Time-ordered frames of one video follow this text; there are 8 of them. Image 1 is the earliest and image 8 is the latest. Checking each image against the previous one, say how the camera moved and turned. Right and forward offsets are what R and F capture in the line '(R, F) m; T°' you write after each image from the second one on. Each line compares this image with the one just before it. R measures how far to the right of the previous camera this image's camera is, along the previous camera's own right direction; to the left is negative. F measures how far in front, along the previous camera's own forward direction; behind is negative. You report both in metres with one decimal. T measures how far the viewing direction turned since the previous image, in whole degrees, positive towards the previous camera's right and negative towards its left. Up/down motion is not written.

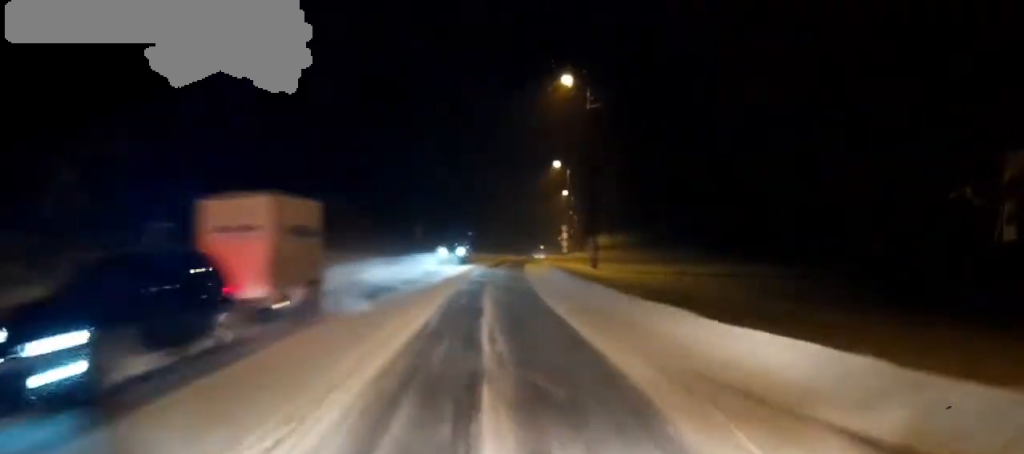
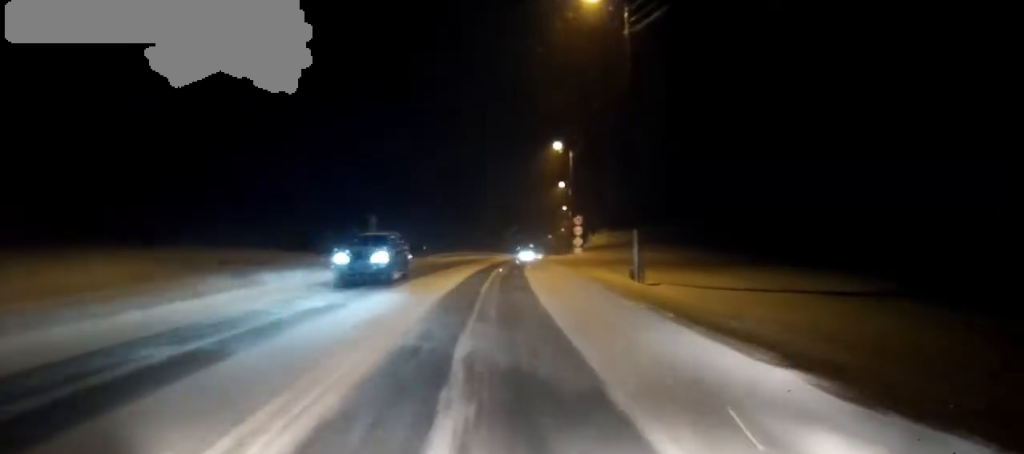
(+0.3, +14.8) m; +2°
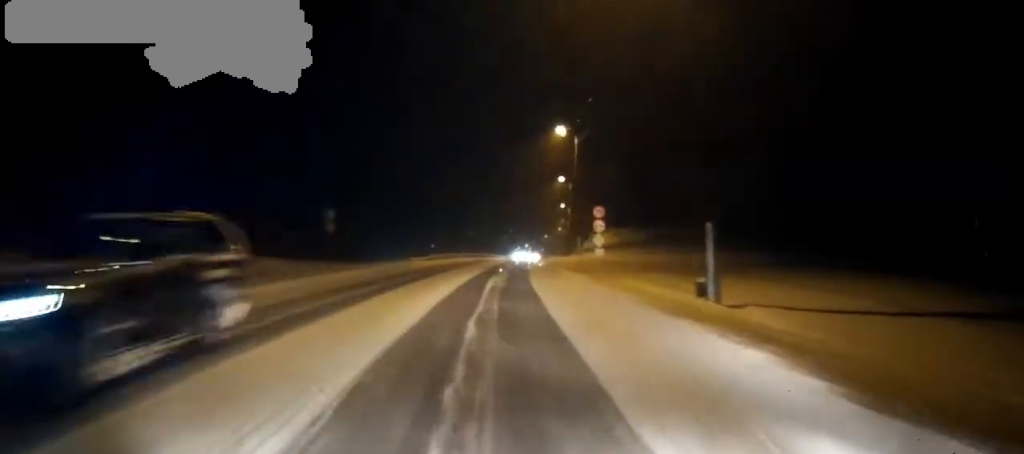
(+0.2, +9.3) m; +1°
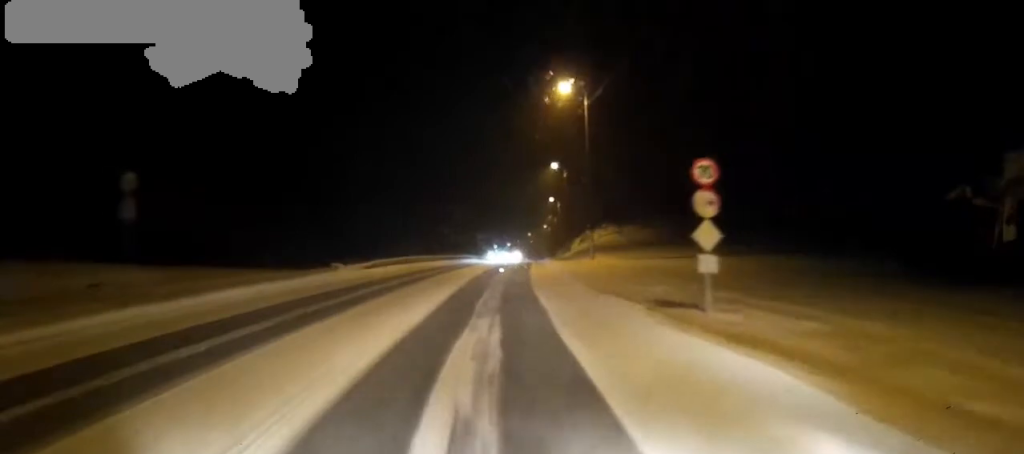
(+0.3, +16.2) m; +2°
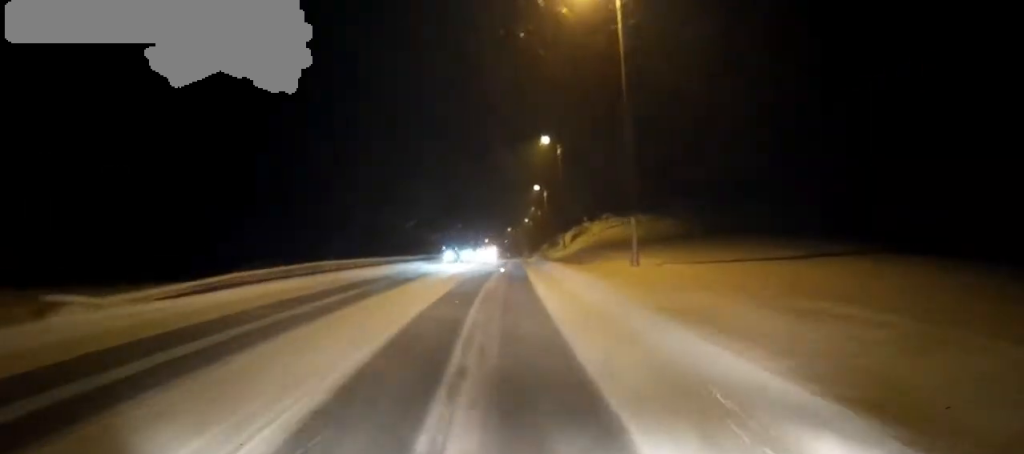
(+0.3, +18.2) m; +1°
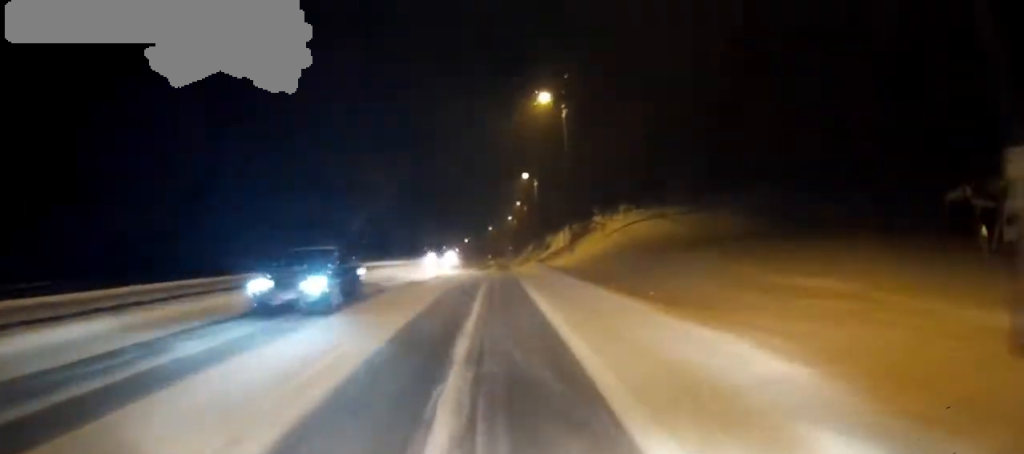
(+0.1, +20.2) m; +1°
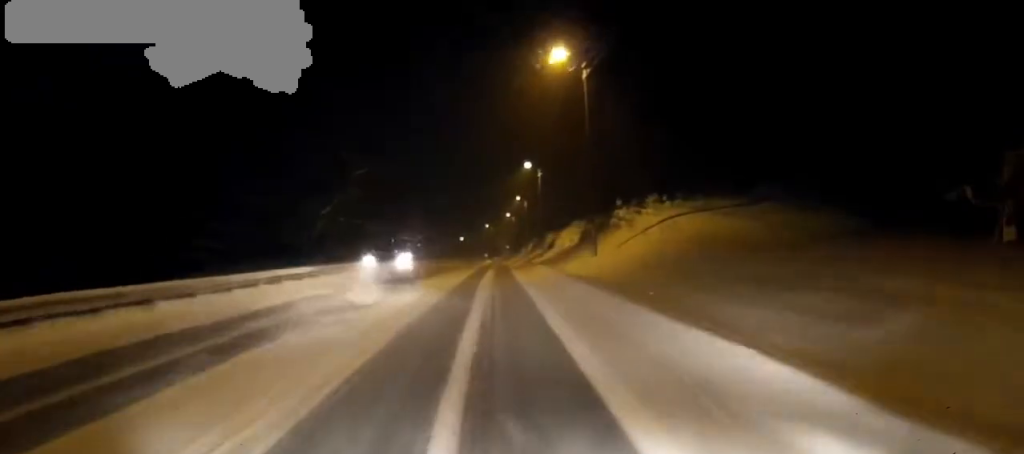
(+0.1, +11.1) m; 0°
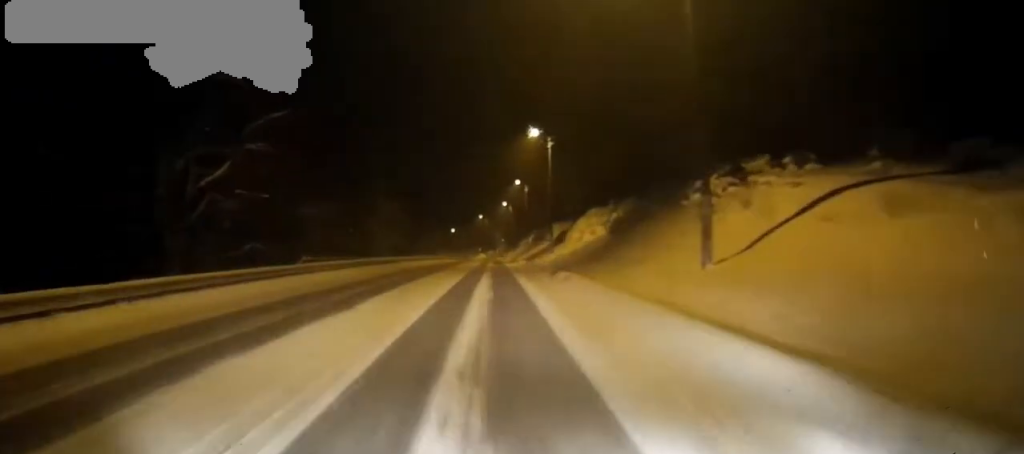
(0.0, +19.7) m; 0°
